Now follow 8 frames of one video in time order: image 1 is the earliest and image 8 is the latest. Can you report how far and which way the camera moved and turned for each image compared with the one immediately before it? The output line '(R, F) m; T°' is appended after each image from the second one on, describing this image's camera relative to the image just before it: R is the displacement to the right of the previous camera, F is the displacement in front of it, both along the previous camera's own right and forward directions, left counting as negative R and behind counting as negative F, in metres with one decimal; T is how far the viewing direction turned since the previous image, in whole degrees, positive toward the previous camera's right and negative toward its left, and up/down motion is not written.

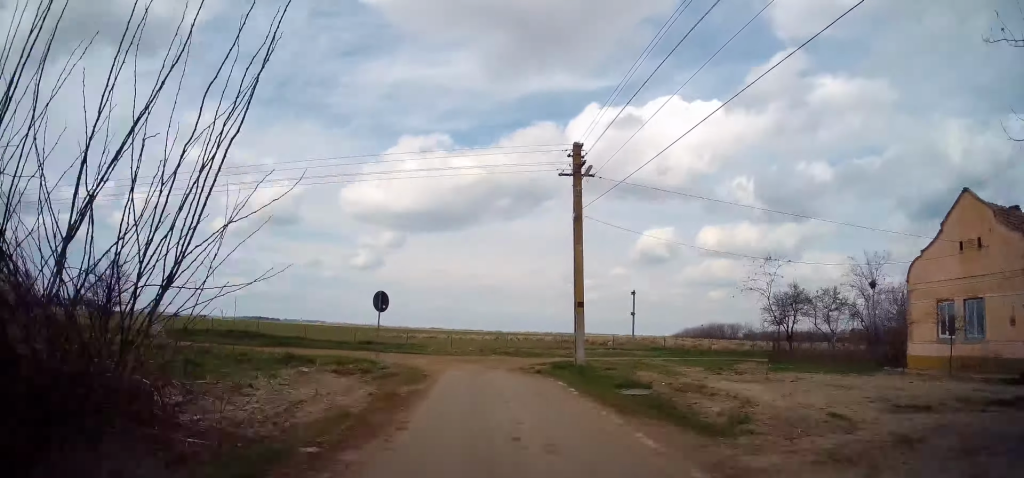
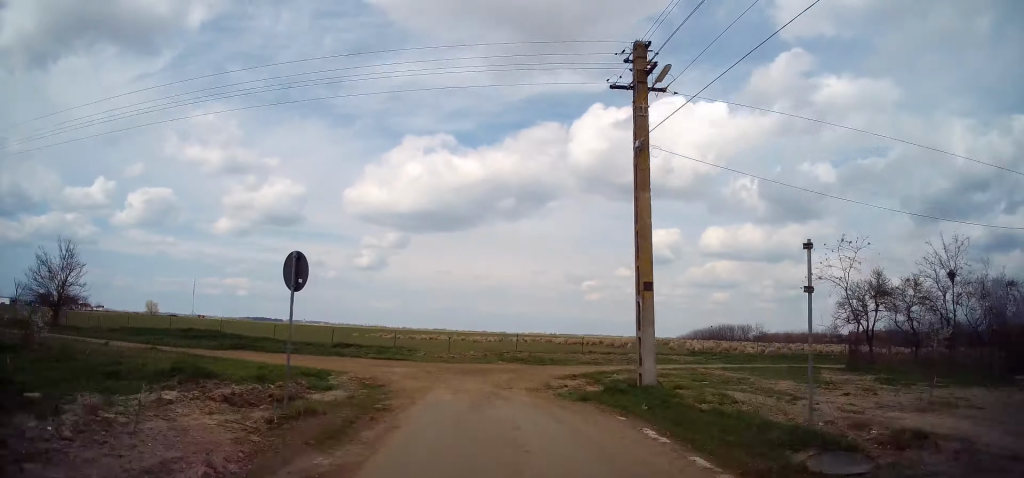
(0.0, +7.3) m; 0°
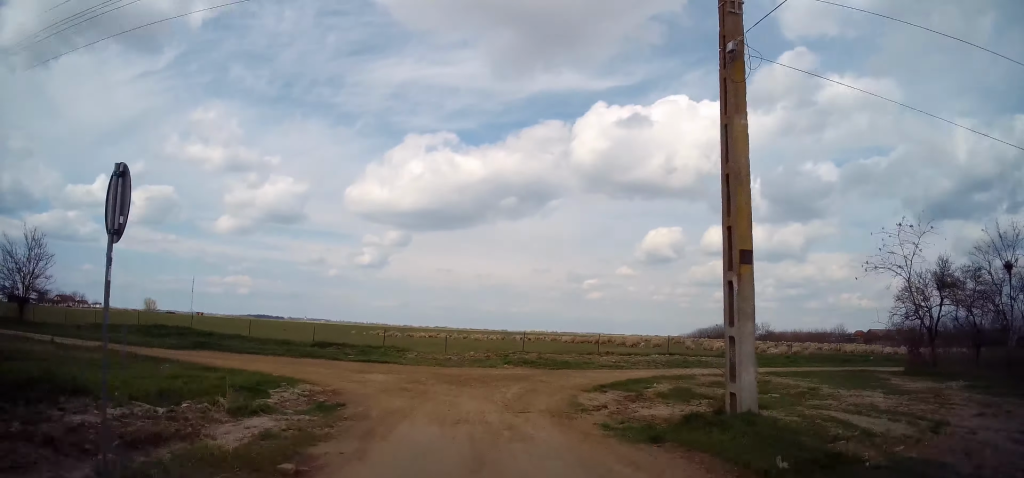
(0.0, +4.6) m; 0°
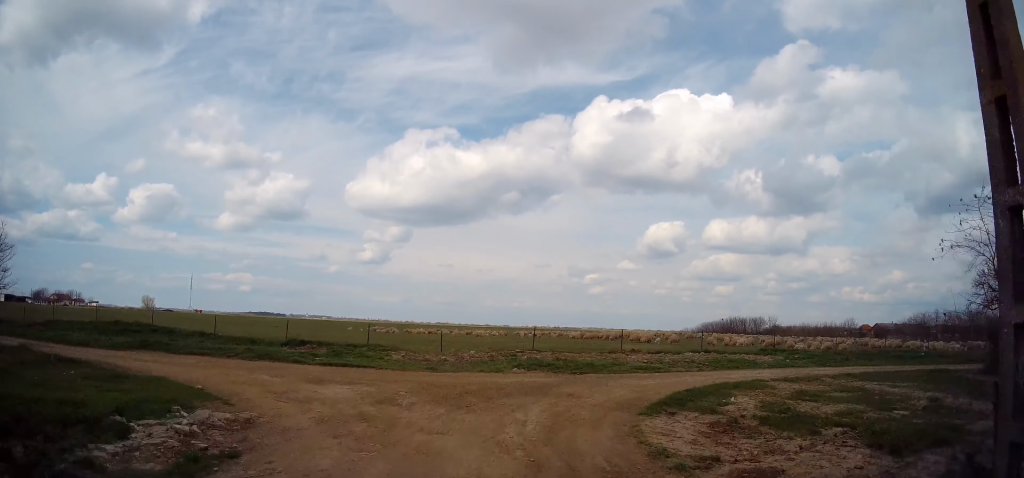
(0.0, +6.0) m; 0°
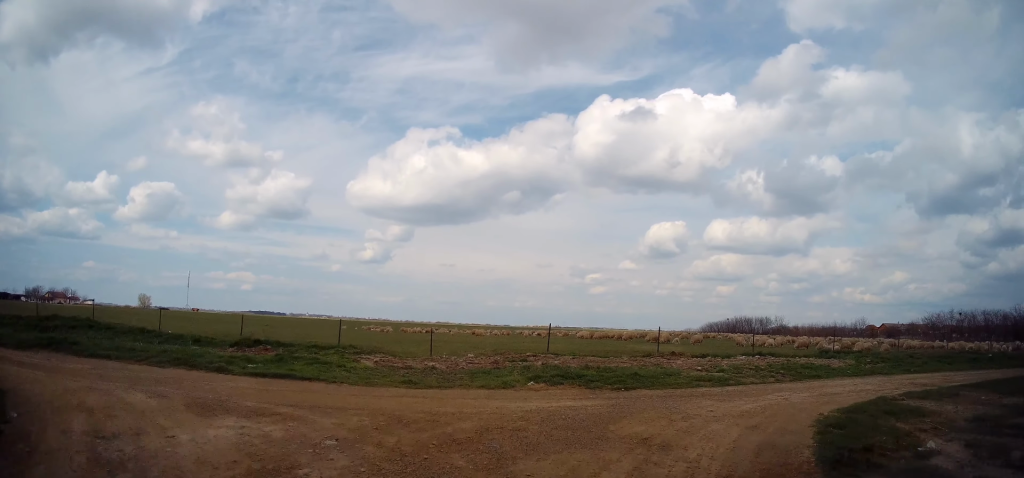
(0.0, +8.2) m; +2°
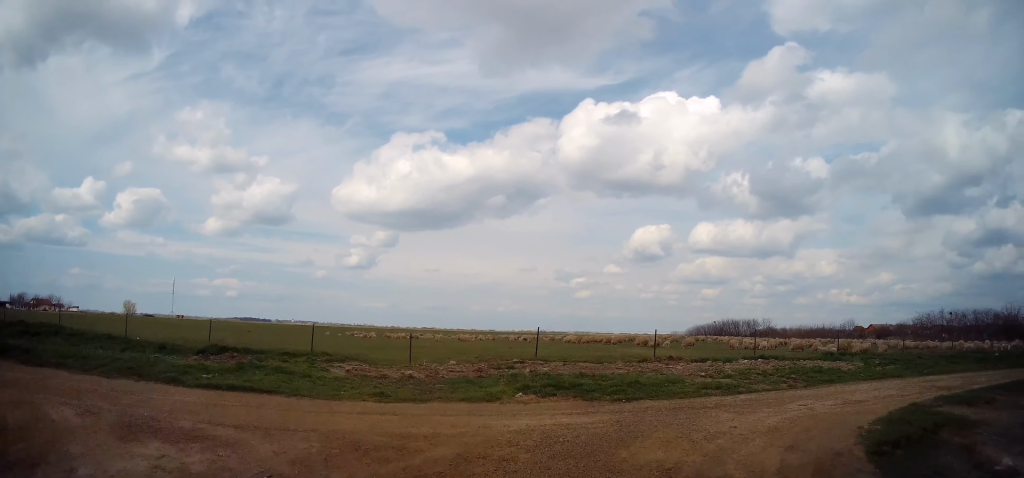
(0.0, +1.6) m; +3°
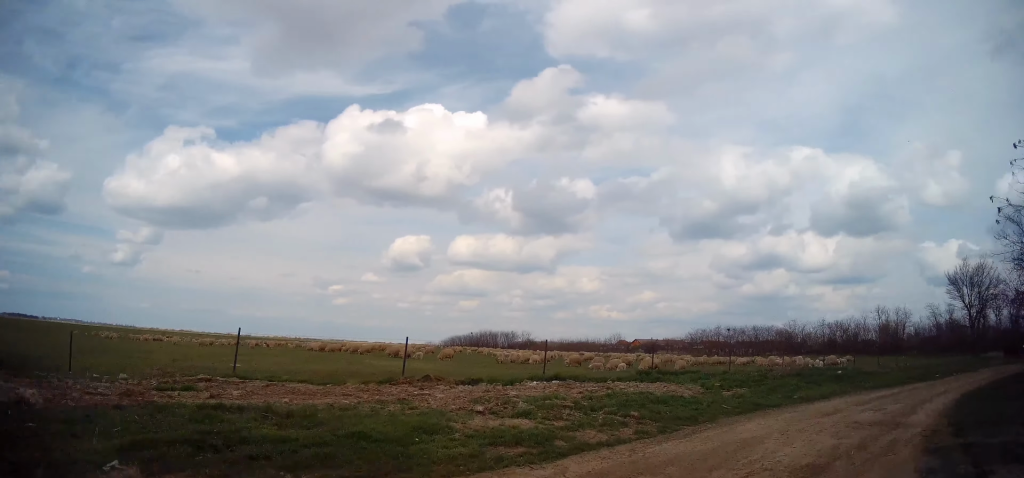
(+1.0, +5.3) m; +29°
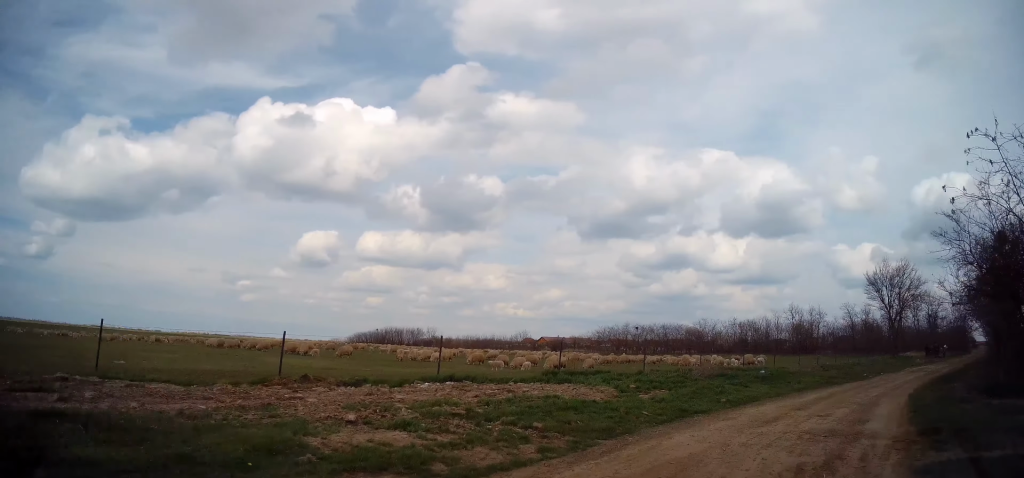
(+0.1, +1.4) m; +10°
